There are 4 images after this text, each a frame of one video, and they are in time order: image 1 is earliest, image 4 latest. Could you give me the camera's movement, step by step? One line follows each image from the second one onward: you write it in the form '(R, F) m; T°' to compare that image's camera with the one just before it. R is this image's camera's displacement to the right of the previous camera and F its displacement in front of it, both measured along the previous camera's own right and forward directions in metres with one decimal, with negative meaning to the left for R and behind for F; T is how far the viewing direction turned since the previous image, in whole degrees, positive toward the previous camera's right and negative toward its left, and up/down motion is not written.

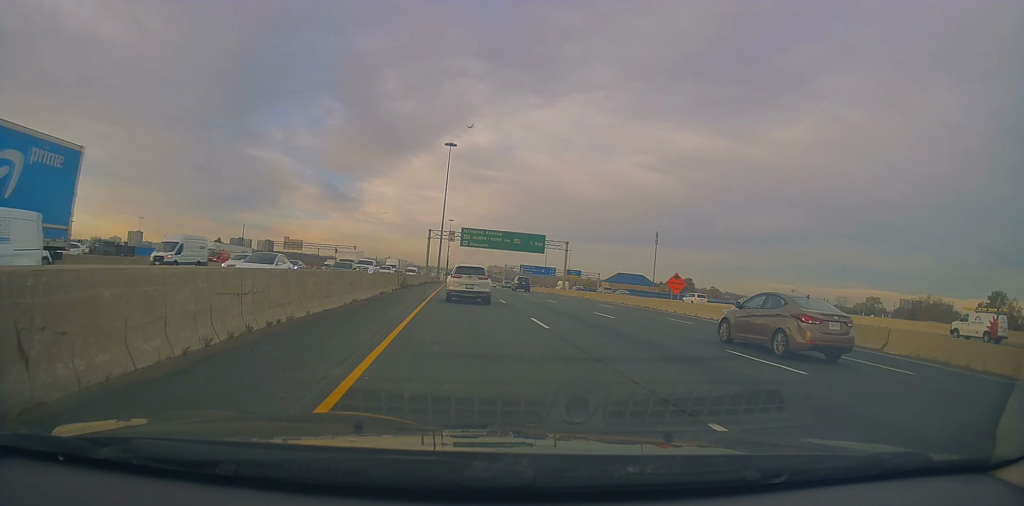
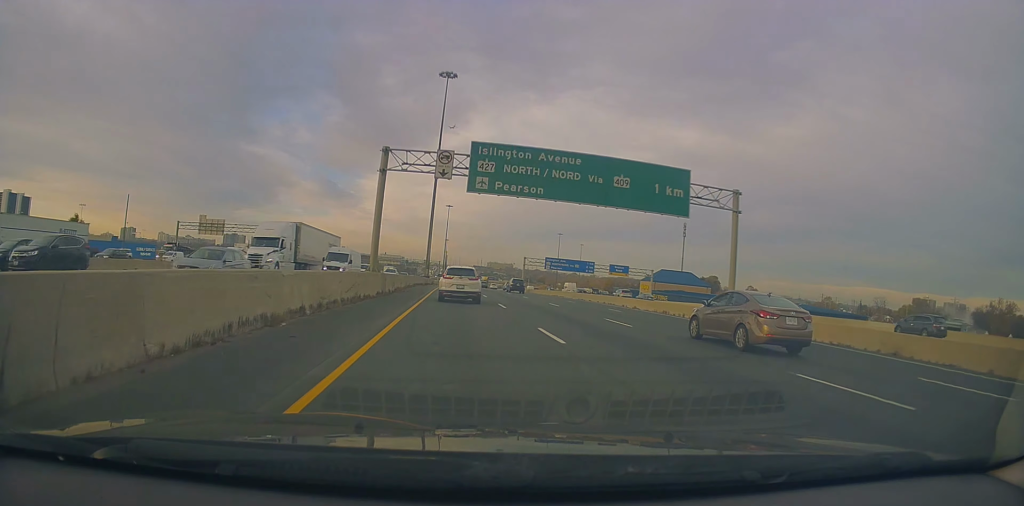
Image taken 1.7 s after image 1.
(+1.0, +52.1) m; +1°
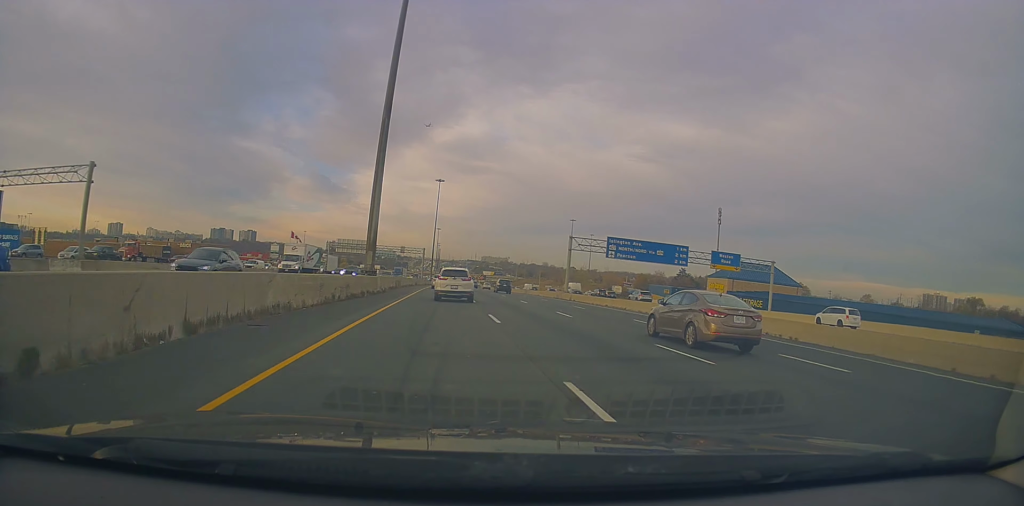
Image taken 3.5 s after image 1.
(-0.4, +56.5) m; 0°
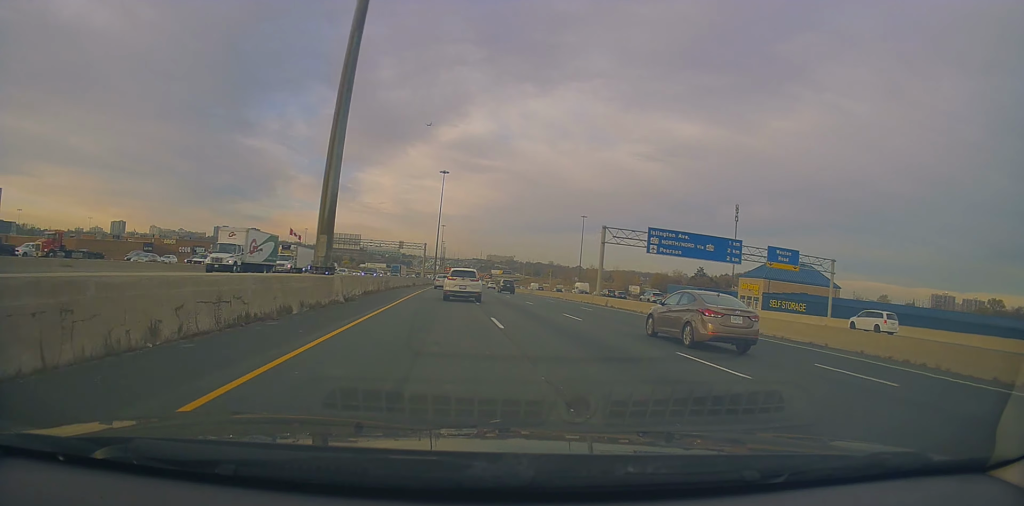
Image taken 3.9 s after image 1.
(+0.2, +13.9) m; +1°
